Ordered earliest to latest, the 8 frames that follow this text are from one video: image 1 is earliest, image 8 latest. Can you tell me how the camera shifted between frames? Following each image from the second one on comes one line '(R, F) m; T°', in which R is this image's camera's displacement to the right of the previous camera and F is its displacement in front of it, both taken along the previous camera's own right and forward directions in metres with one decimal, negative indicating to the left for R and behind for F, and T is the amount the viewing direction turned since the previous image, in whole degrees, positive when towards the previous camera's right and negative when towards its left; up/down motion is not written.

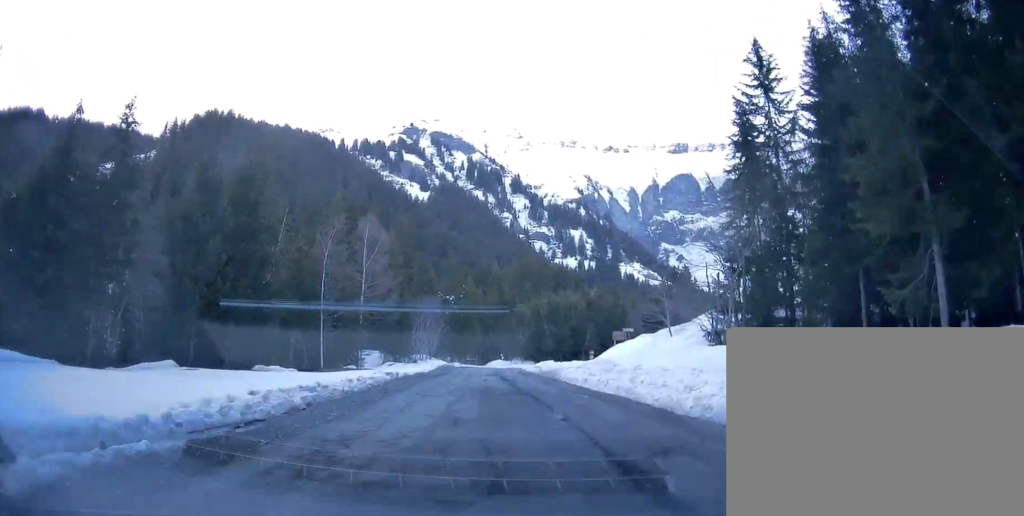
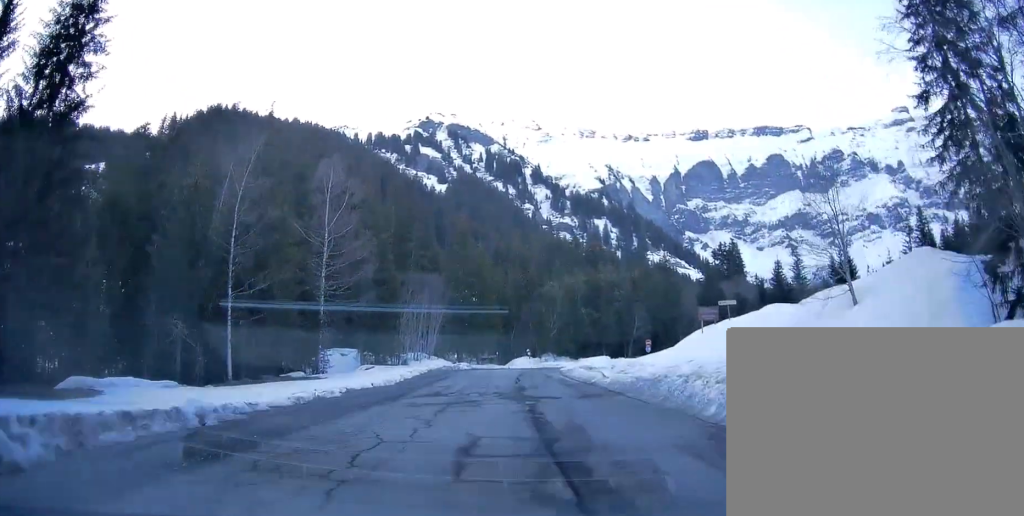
(-0.6, +26.3) m; -2°
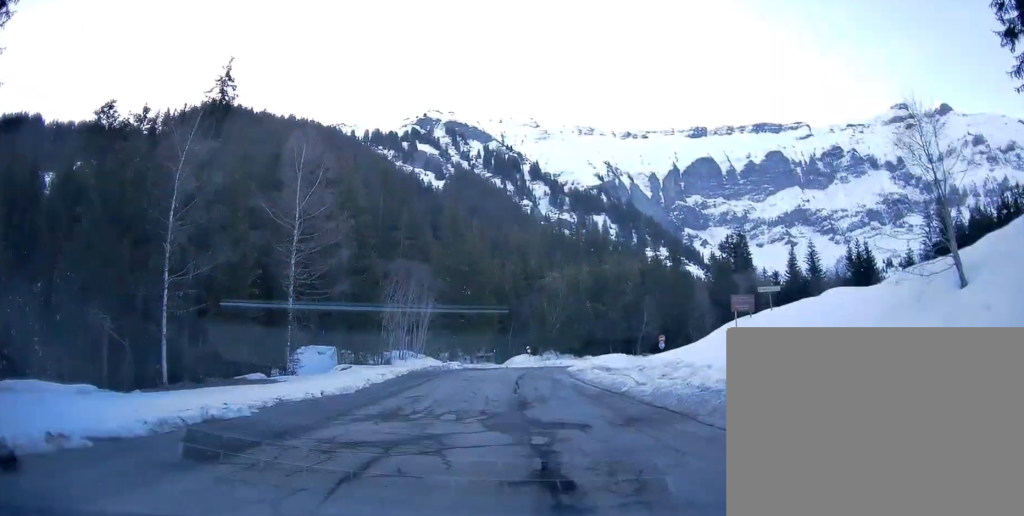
(0.0, +8.2) m; -1°
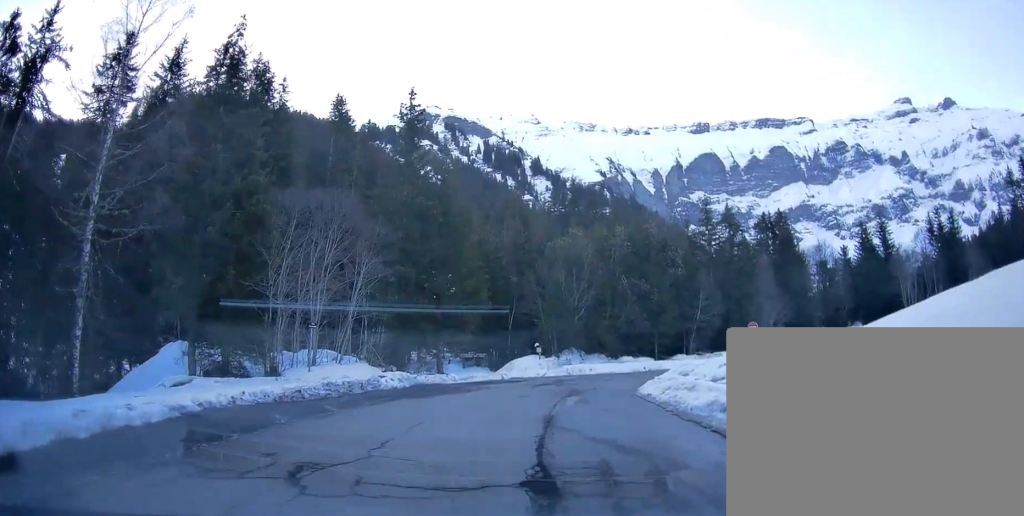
(-0.1, +28.8) m; +3°
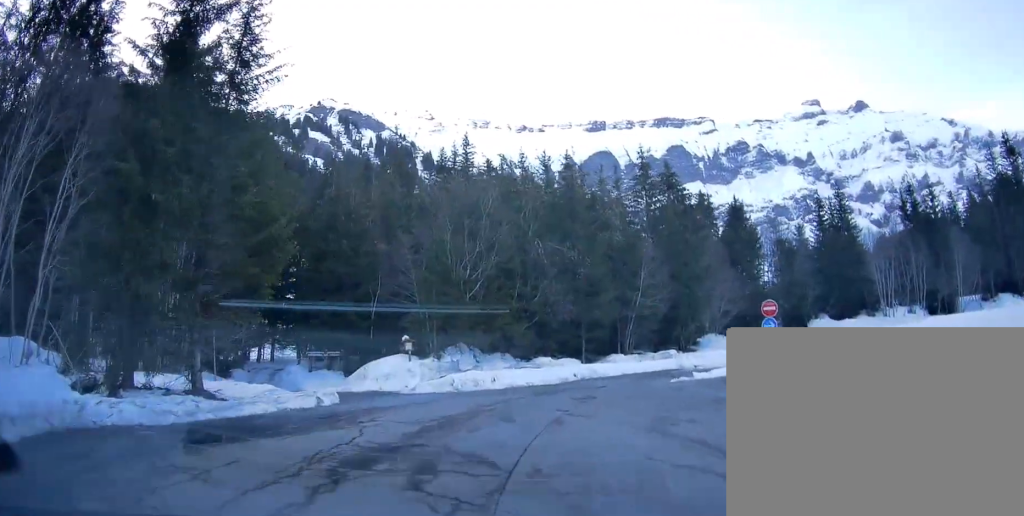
(+0.4, +8.5) m; +6°
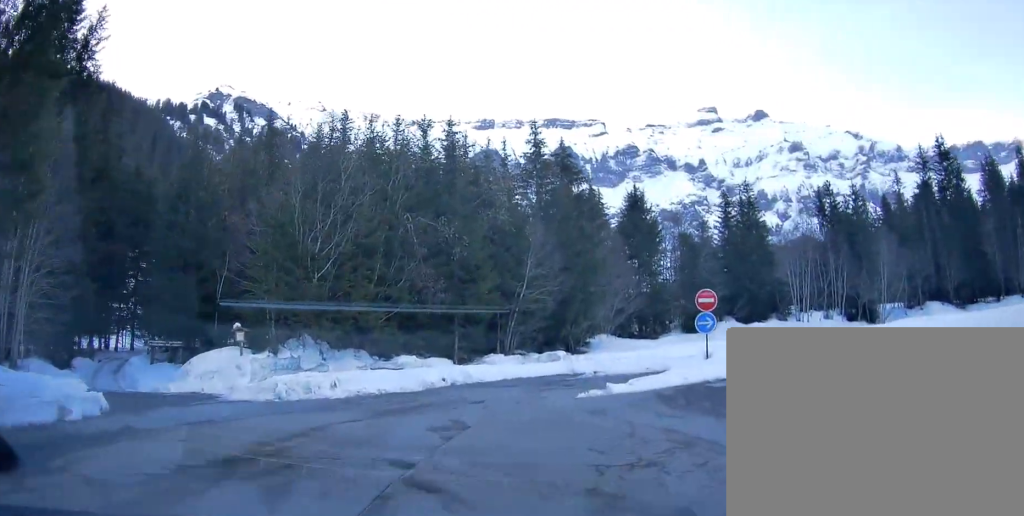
(+0.3, +7.4) m; +10°
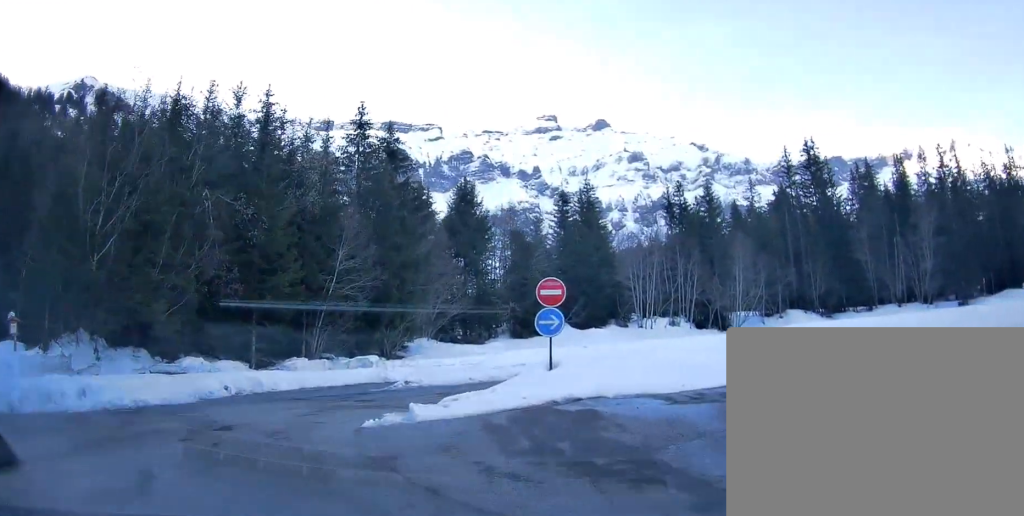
(+0.2, +5.2) m; +14°
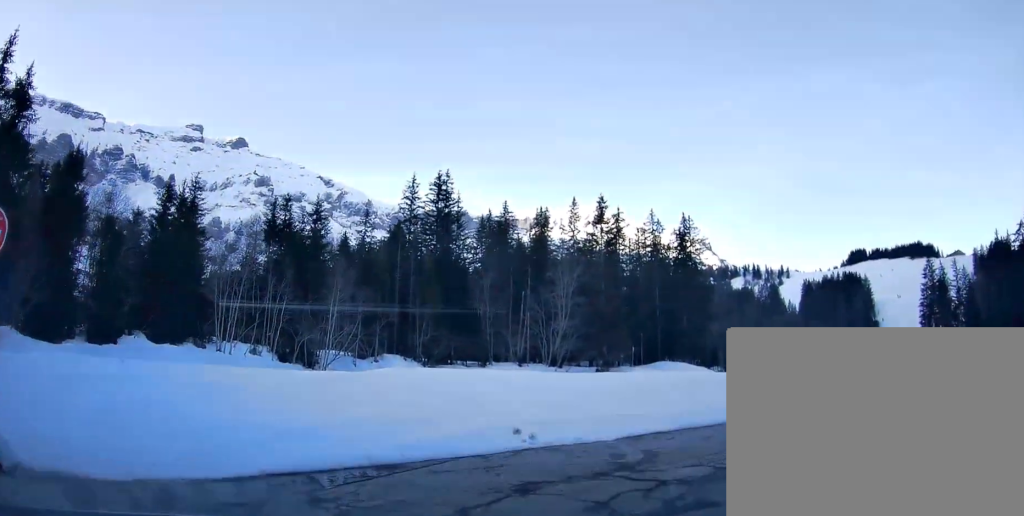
(+2.4, +6.9) m; +48°
